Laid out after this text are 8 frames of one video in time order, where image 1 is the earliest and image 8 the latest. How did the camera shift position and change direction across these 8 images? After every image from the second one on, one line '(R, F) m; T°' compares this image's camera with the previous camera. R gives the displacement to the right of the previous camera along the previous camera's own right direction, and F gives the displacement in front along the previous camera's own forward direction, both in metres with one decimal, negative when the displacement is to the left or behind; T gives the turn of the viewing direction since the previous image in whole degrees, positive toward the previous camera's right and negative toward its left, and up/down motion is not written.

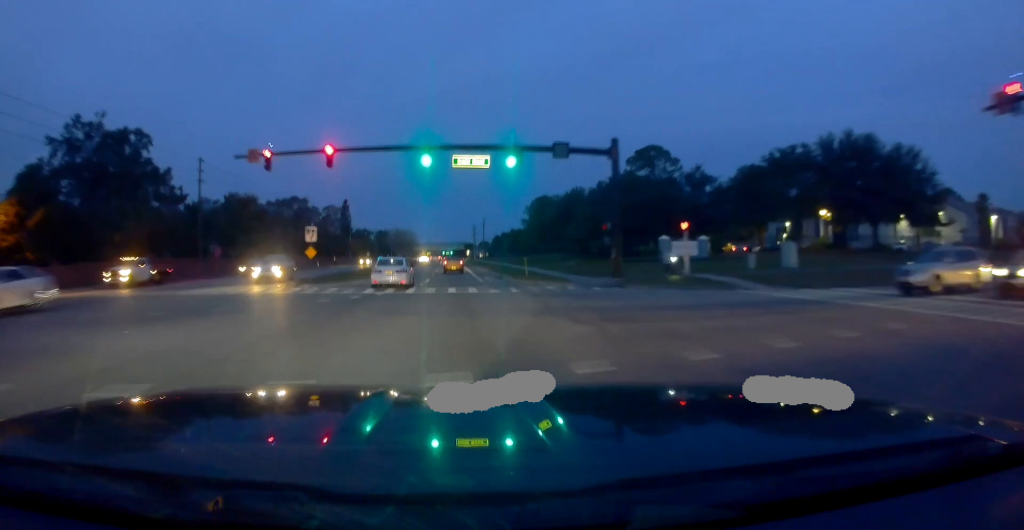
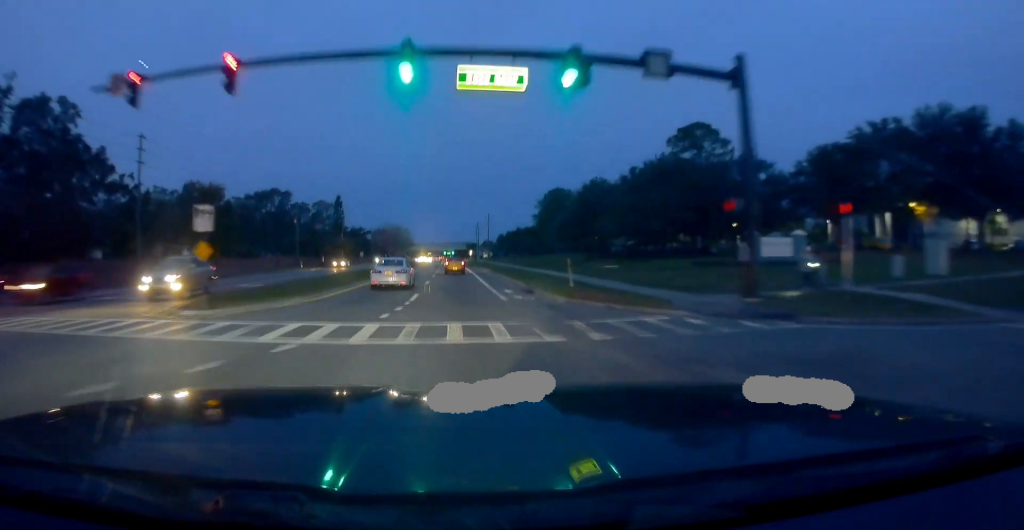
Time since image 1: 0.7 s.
(-0.2, +14.3) m; -1°
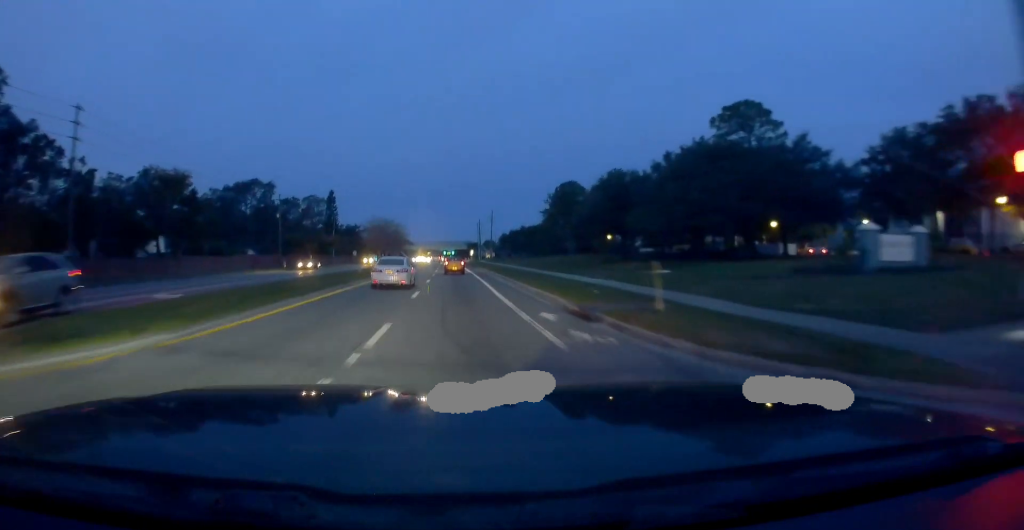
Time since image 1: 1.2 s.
(+0.3, +10.9) m; 0°
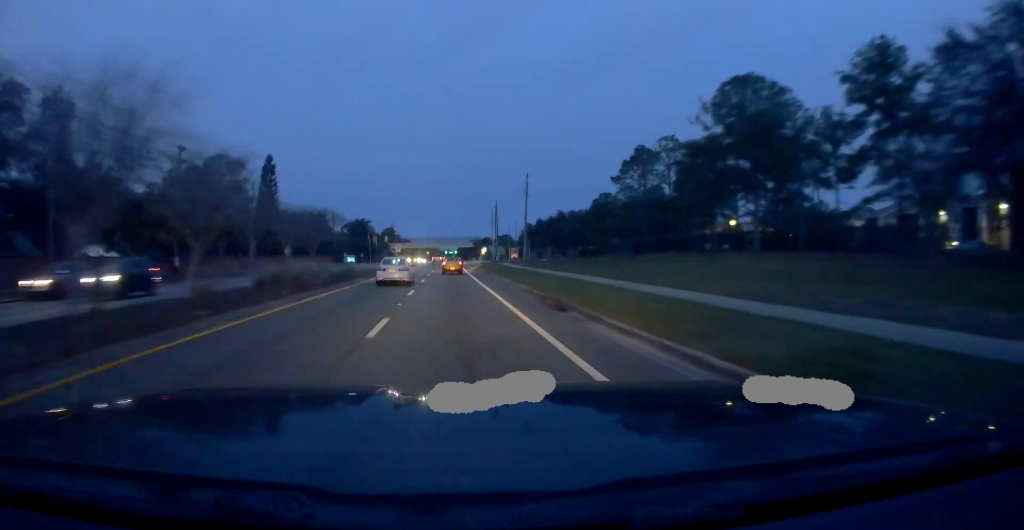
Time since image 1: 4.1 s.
(-1.4, +58.7) m; 0°
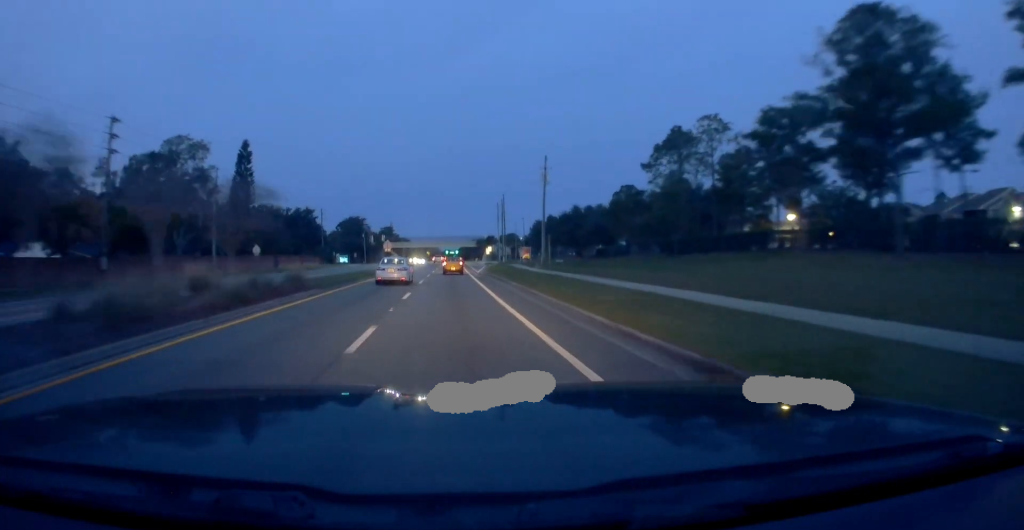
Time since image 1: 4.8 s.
(+0.2, +13.5) m; +1°
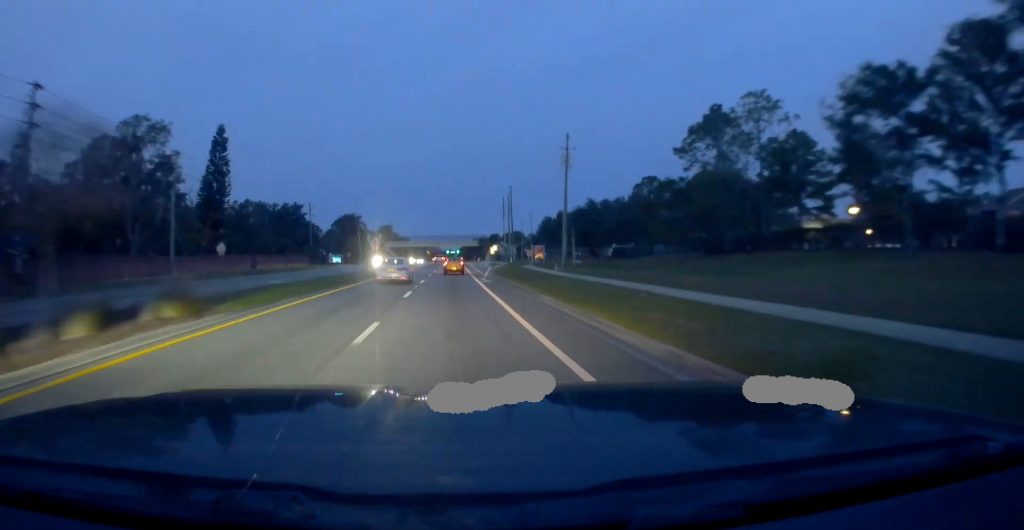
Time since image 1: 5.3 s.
(+0.2, +10.8) m; +1°
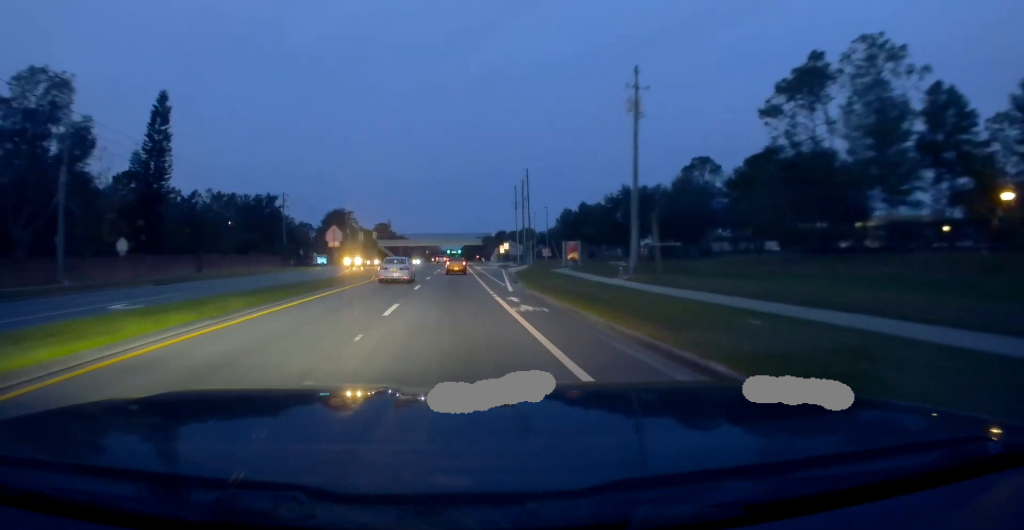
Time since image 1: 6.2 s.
(0.0, +18.3) m; -1°
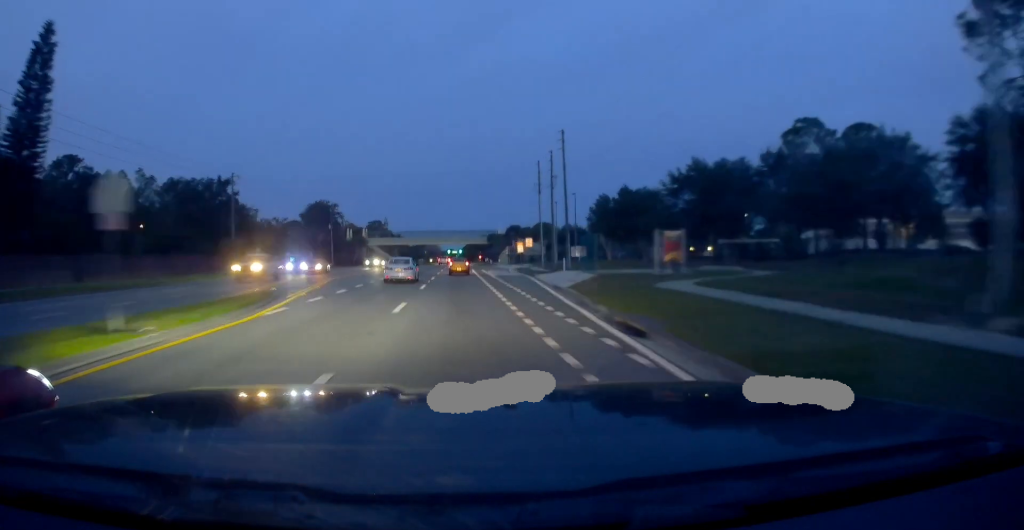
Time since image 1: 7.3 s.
(-0.5, +22.5) m; -2°
